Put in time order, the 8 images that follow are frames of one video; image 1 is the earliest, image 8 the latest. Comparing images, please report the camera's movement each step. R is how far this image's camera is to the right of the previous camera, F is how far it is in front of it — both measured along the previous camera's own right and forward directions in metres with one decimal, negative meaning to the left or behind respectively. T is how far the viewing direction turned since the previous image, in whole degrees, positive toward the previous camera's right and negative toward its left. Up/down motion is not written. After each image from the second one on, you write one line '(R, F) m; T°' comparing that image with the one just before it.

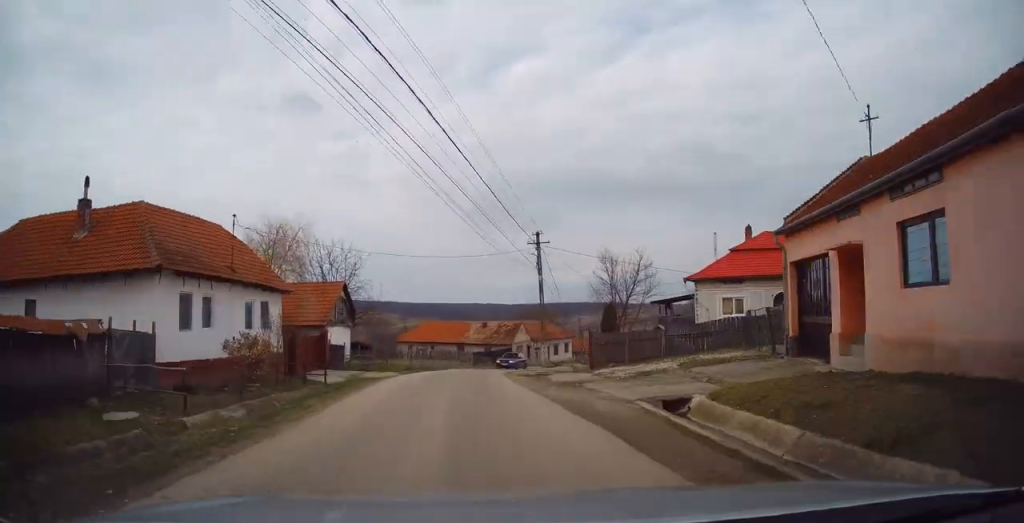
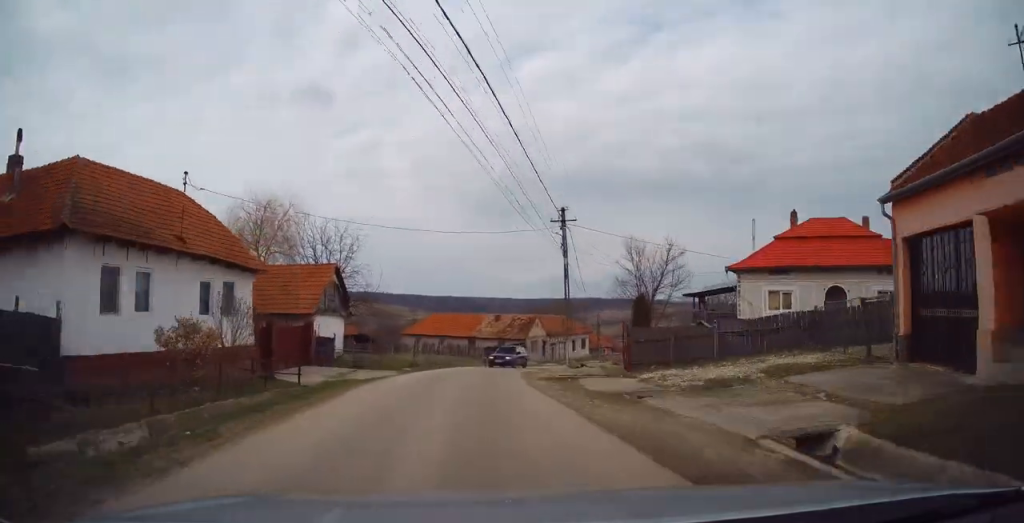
(-0.2, +4.4) m; -1°
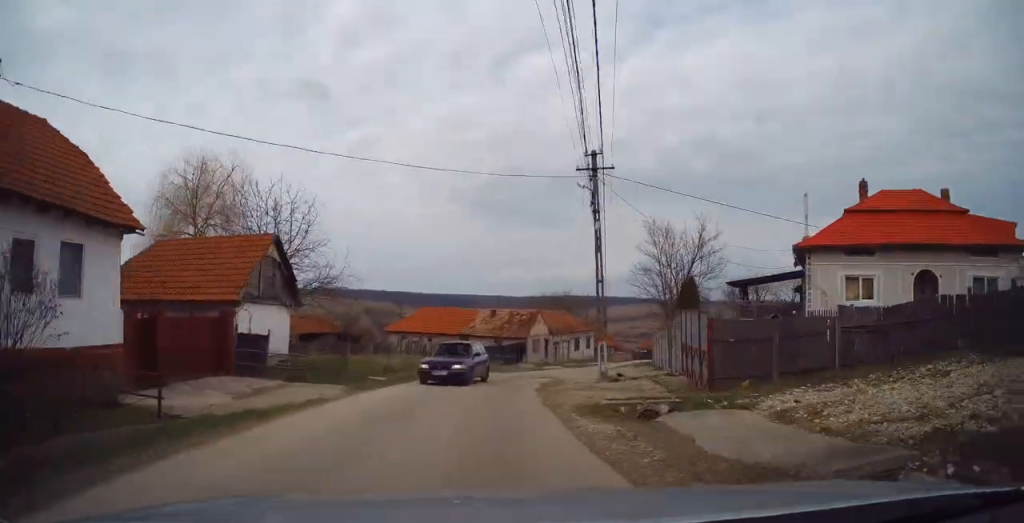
(-0.1, +7.9) m; 0°
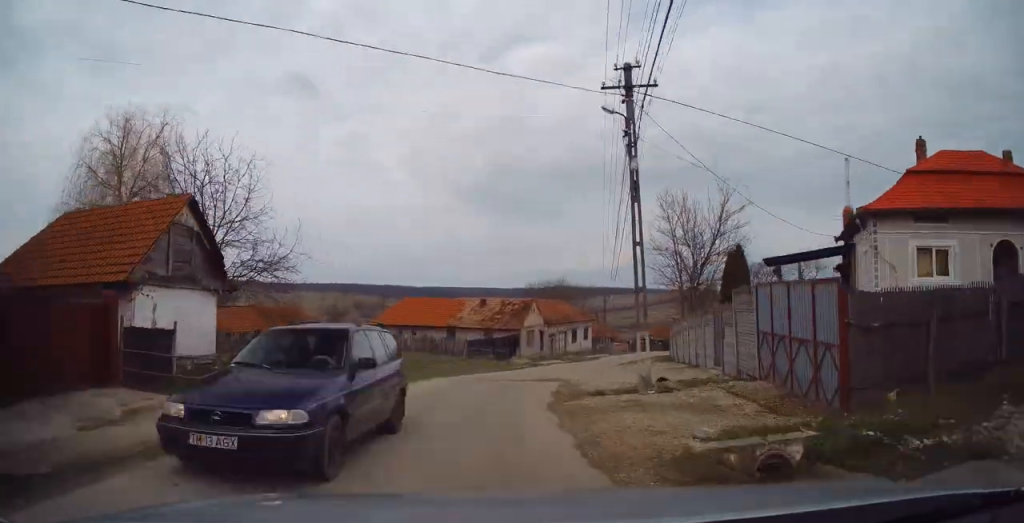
(0.0, +6.1) m; +1°
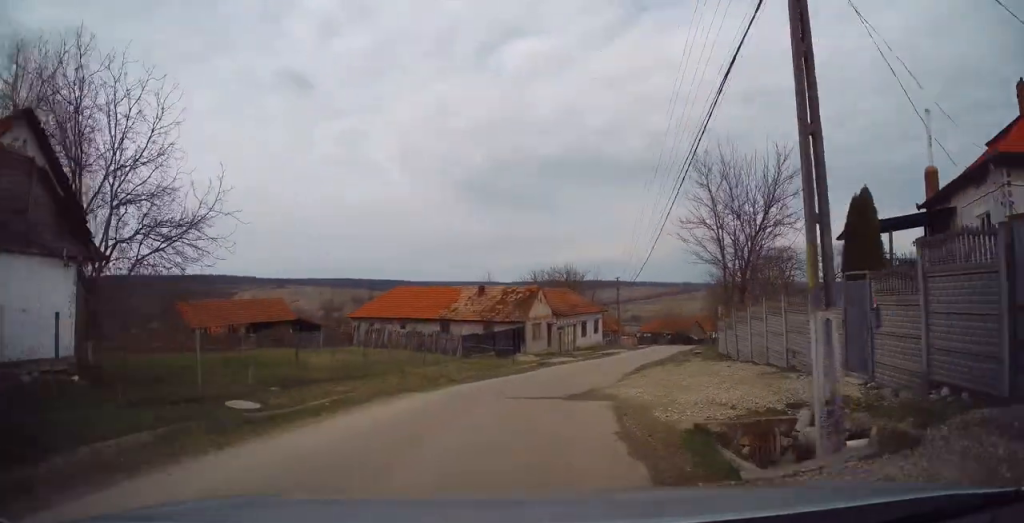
(+0.1, +7.3) m; 0°
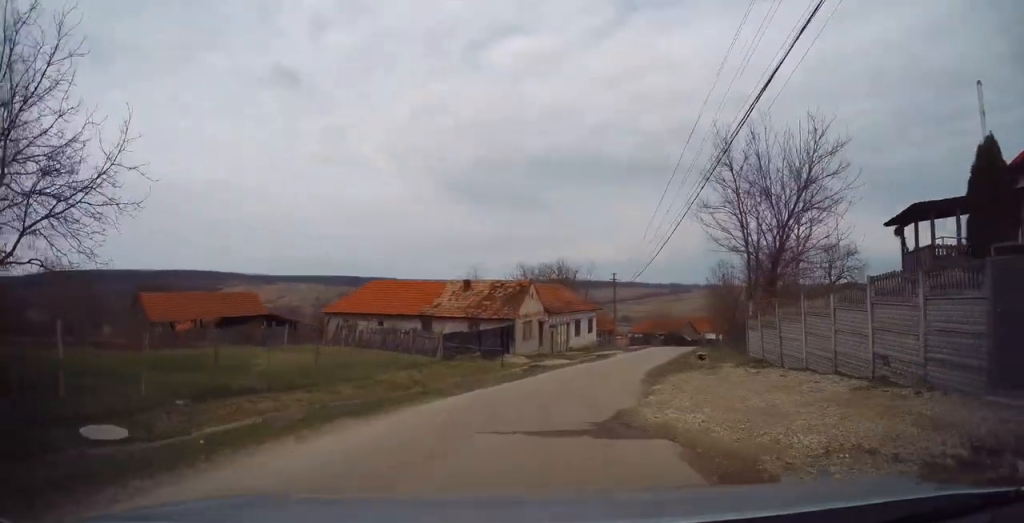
(0.0, +4.6) m; +3°
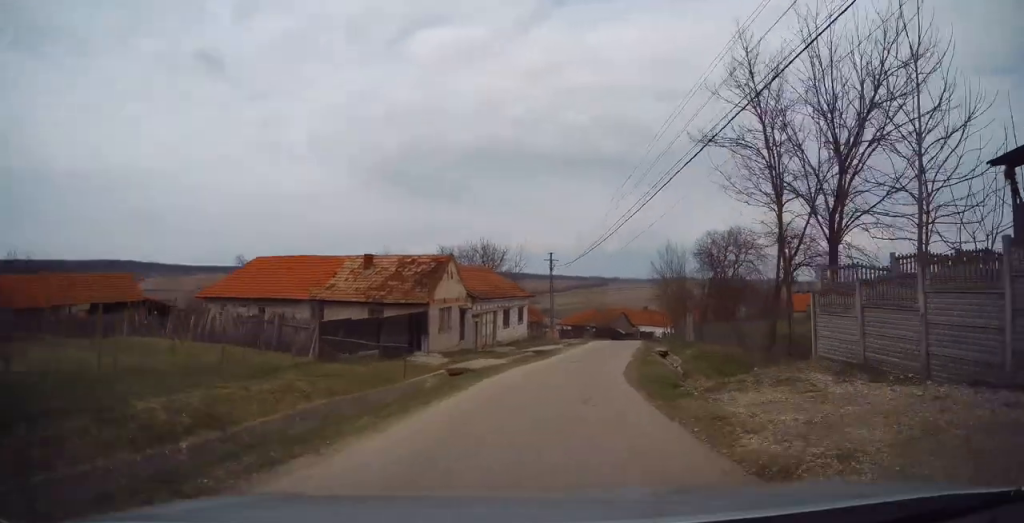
(+0.4, +9.4) m; +7°
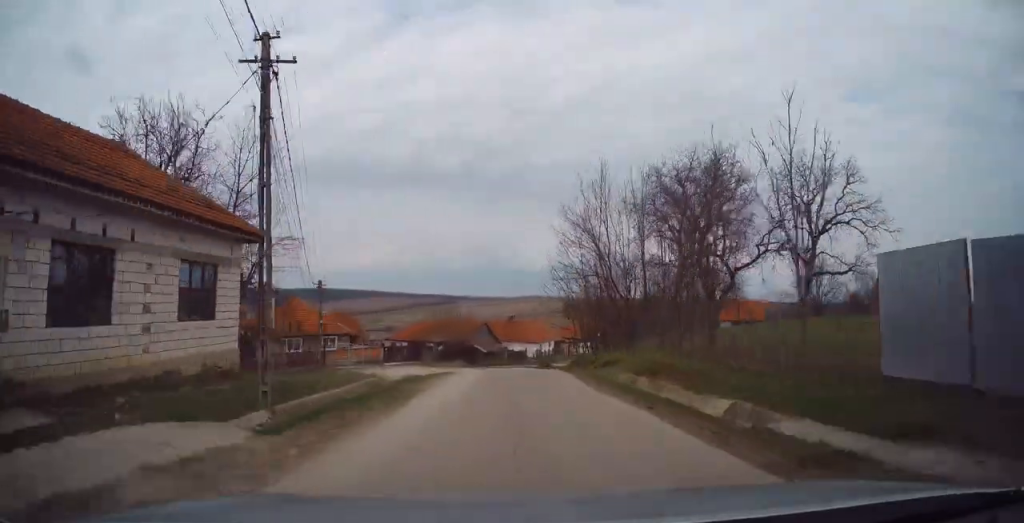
(+5.3, +32.7) m; +14°
